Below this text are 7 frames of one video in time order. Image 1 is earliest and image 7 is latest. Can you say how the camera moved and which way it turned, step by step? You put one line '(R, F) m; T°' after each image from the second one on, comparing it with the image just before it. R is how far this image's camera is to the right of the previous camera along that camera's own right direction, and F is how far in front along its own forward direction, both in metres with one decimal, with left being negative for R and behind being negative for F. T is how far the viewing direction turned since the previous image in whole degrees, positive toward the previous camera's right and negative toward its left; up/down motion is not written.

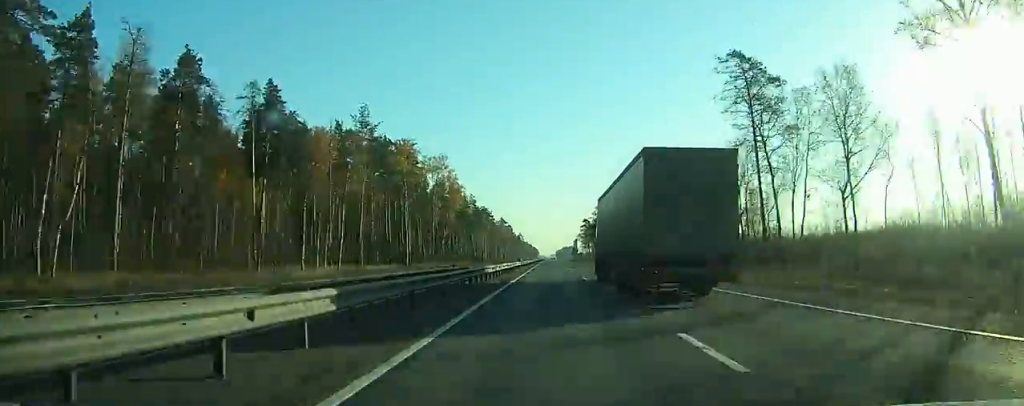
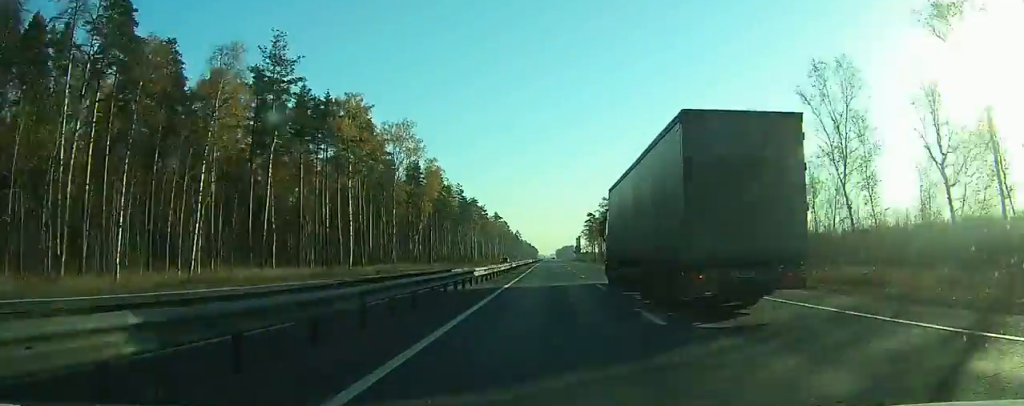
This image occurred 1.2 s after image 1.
(+0.1, +31.4) m; 0°
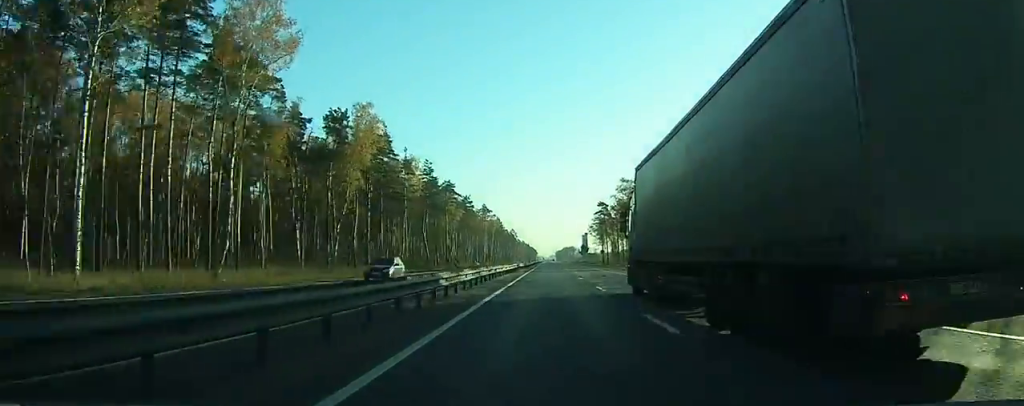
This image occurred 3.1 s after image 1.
(+0.3, +49.0) m; 0°
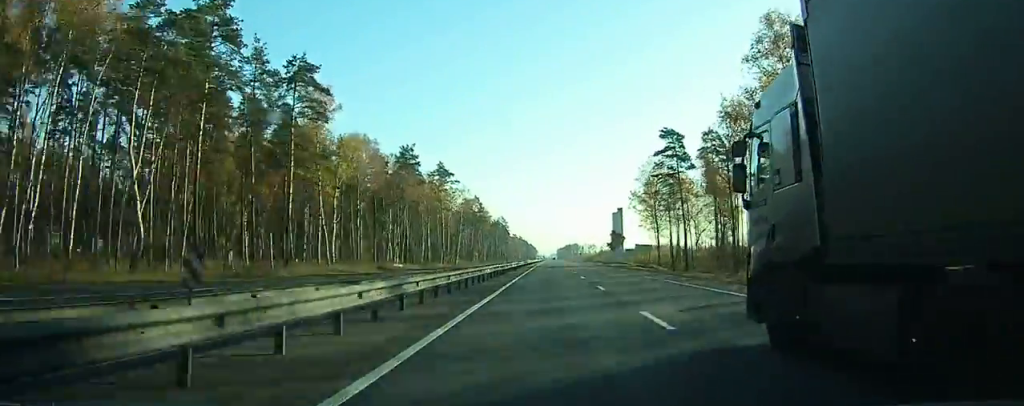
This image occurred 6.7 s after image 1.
(+0.3, +95.1) m; 0°
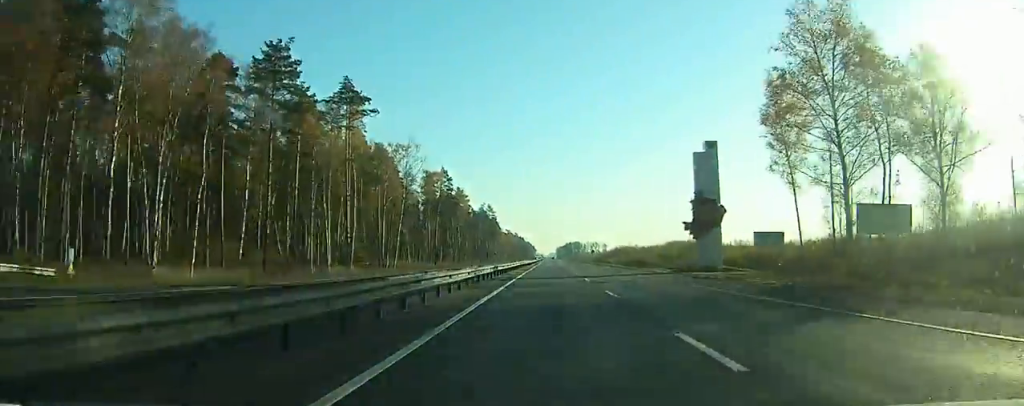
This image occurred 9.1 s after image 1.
(-0.3, +63.6) m; -1°
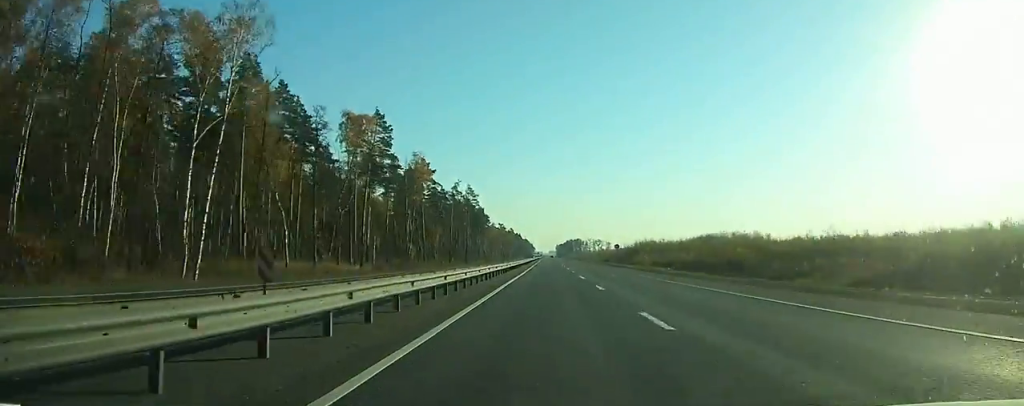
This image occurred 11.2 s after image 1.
(-0.2, +56.6) m; 0°
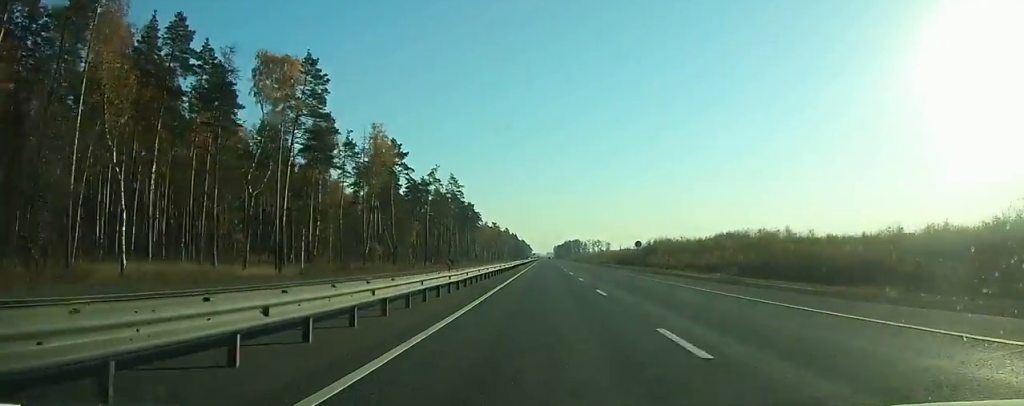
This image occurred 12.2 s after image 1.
(0.0, +26.5) m; 0°
